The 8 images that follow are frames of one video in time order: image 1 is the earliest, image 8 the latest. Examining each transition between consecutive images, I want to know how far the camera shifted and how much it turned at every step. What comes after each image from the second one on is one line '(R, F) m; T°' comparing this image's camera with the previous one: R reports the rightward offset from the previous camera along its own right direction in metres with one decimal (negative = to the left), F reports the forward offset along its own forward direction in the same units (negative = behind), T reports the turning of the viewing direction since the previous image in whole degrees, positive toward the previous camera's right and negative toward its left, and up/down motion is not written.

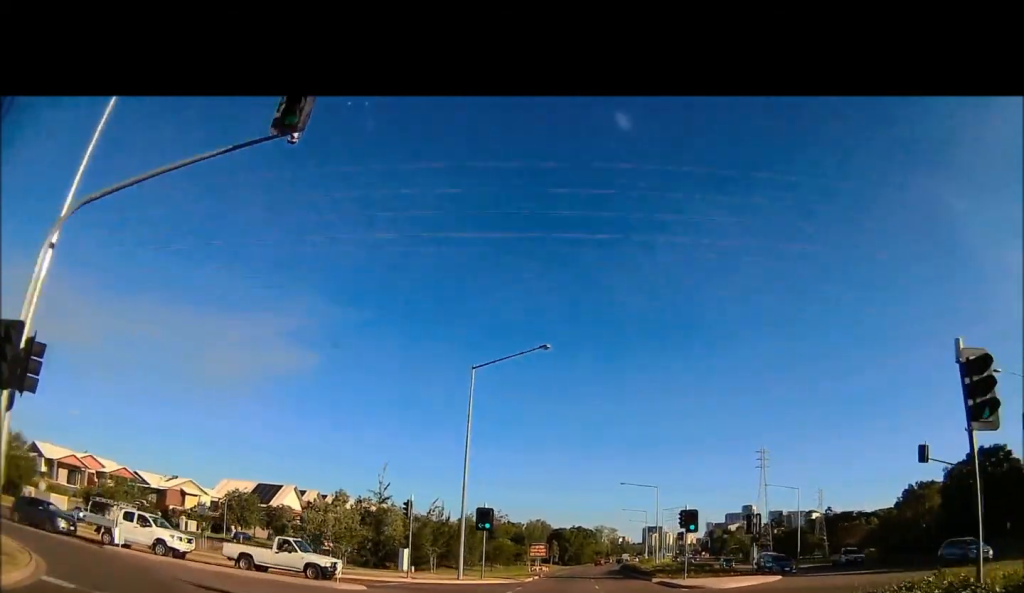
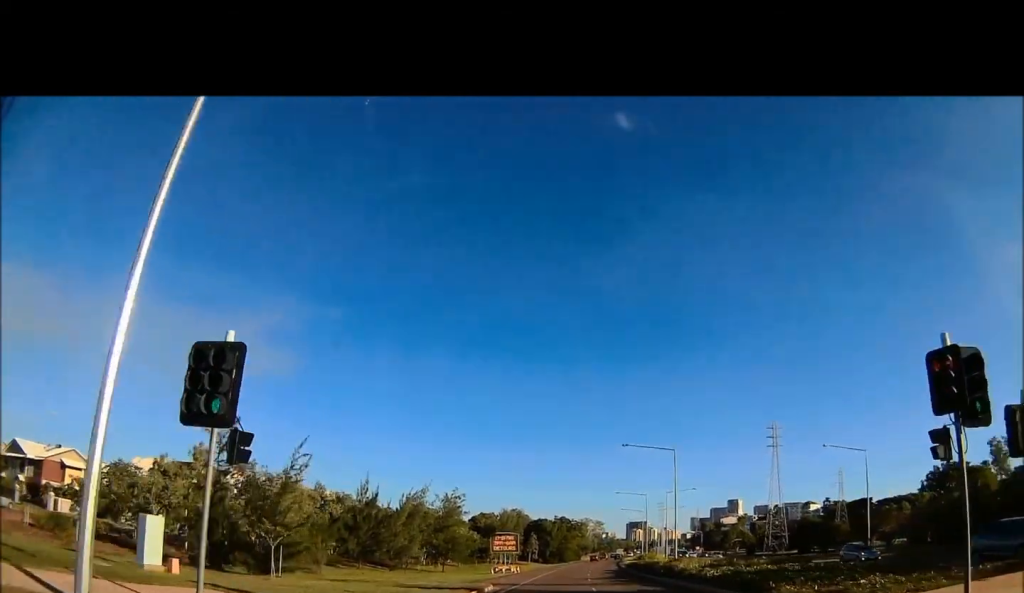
(-0.1, +28.8) m; 0°
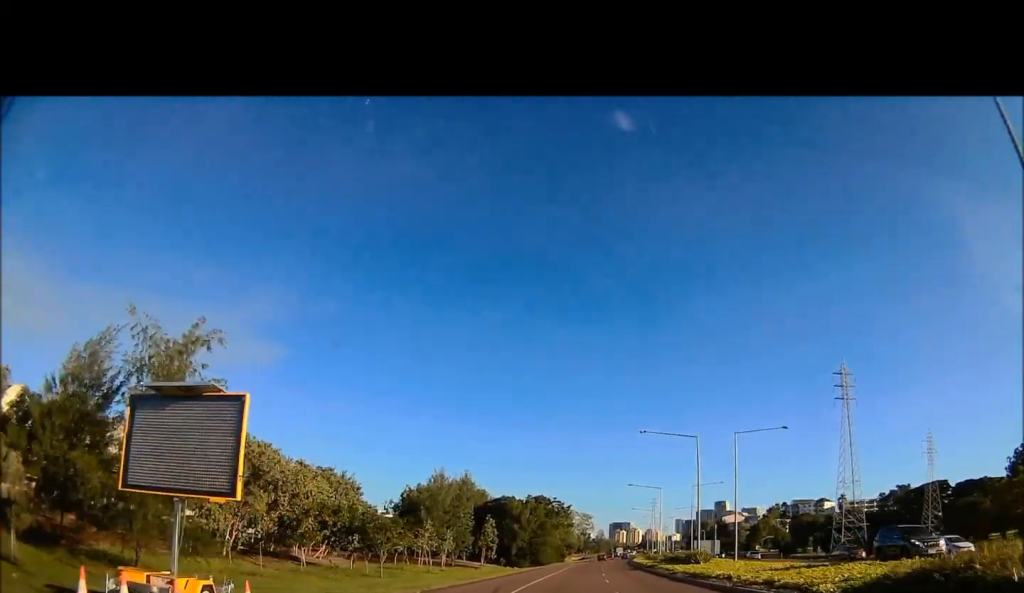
(+0.2, +50.0) m; +2°
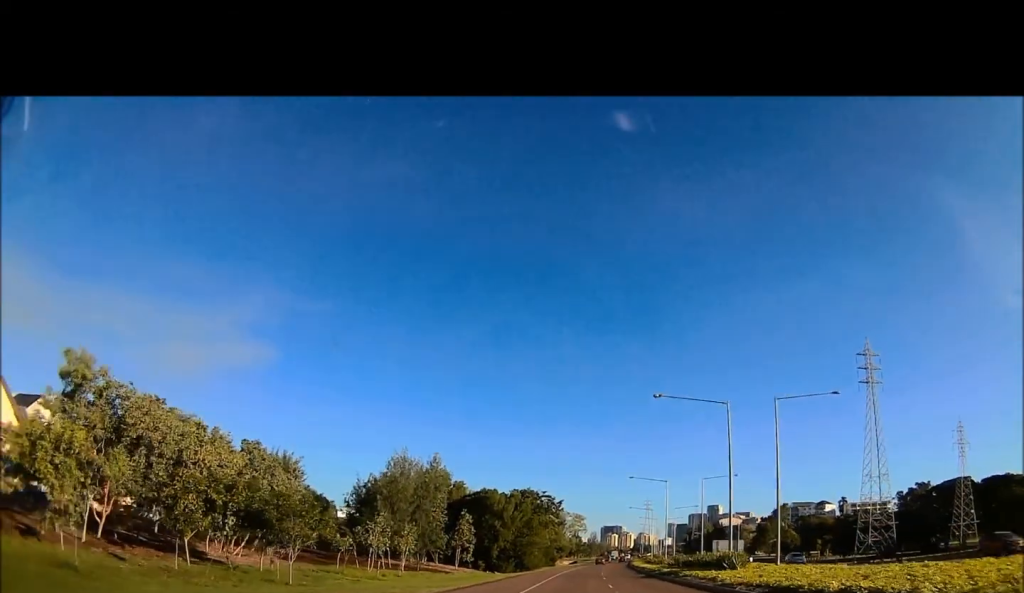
(0.0, +11.8) m; +1°
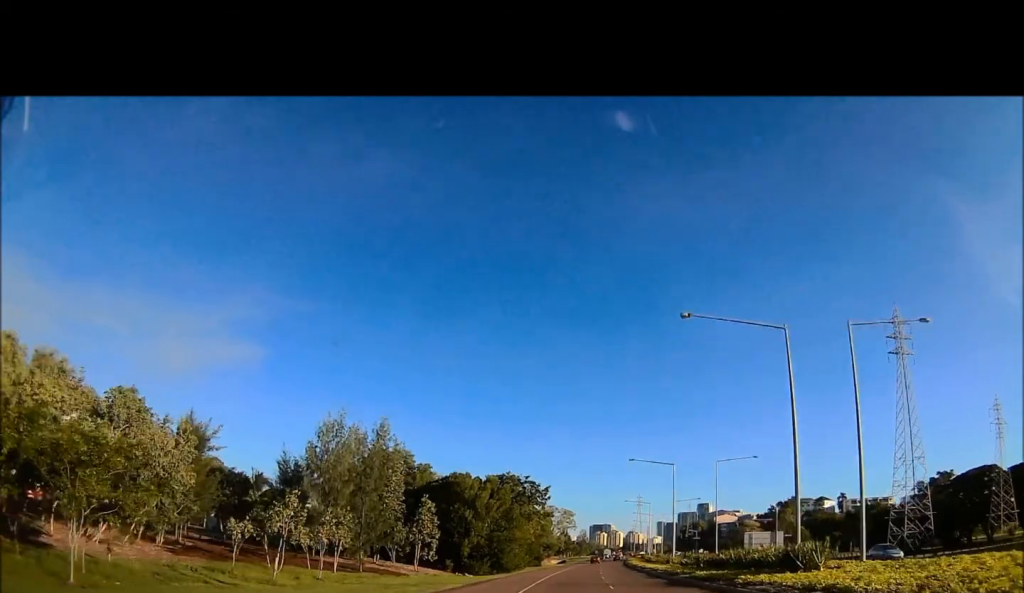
(+0.3, +13.0) m; +1°
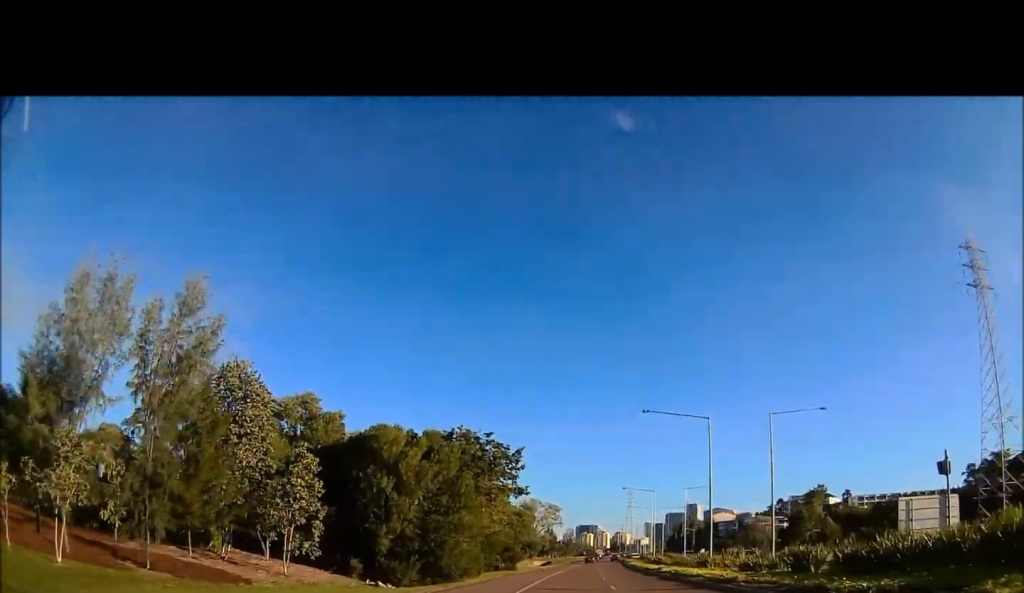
(+0.5, +23.9) m; +2°
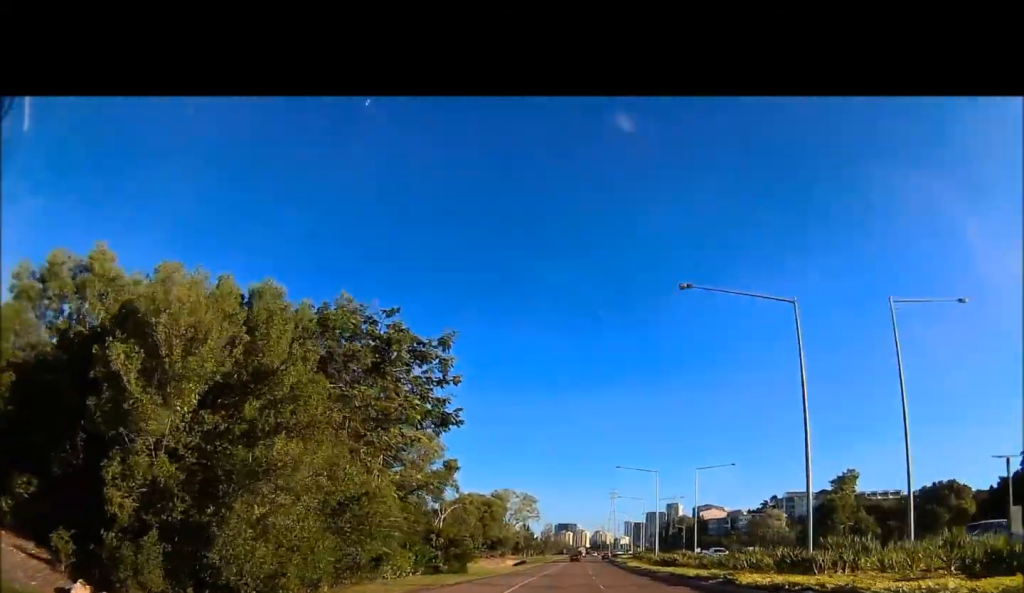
(+0.3, +22.3) m; +1°
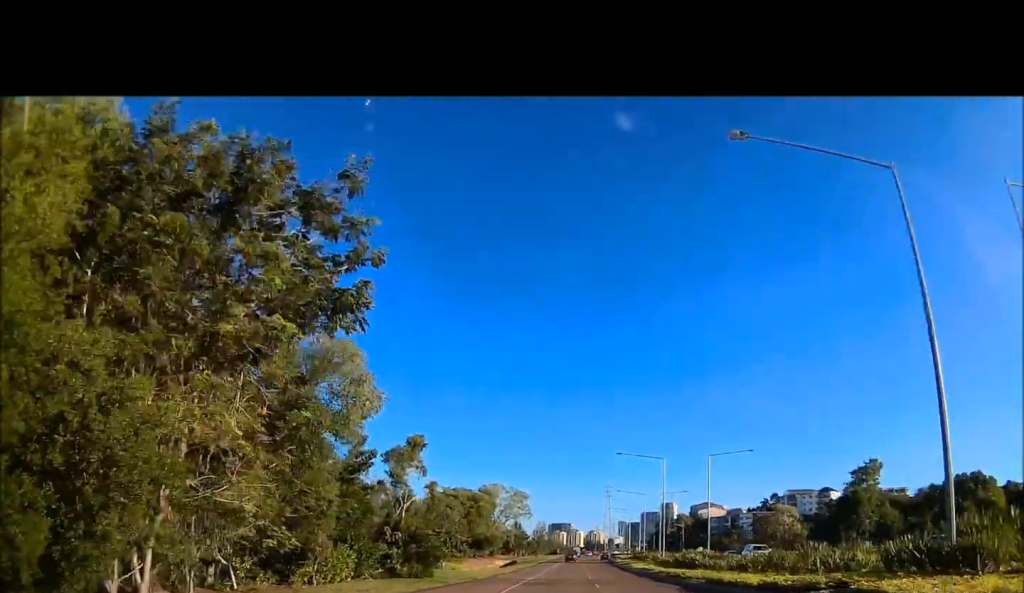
(0.0, +10.3) m; +1°
